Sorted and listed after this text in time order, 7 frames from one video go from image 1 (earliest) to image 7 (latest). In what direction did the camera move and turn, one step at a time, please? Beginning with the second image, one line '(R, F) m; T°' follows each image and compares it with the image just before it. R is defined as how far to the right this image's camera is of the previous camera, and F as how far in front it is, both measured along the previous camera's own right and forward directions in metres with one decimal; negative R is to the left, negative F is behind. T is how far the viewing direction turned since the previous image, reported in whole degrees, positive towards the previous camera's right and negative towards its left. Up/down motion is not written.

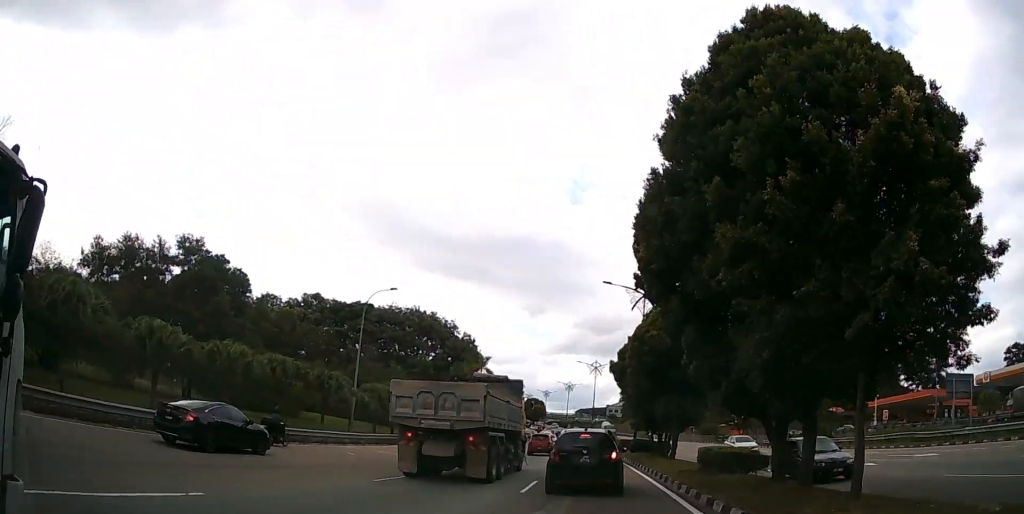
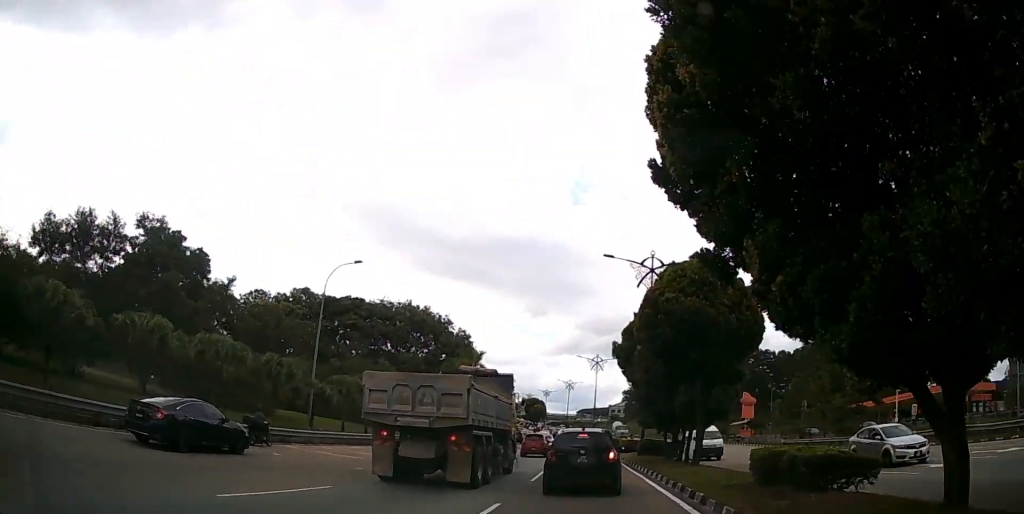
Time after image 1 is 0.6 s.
(0.0, +6.2) m; 0°
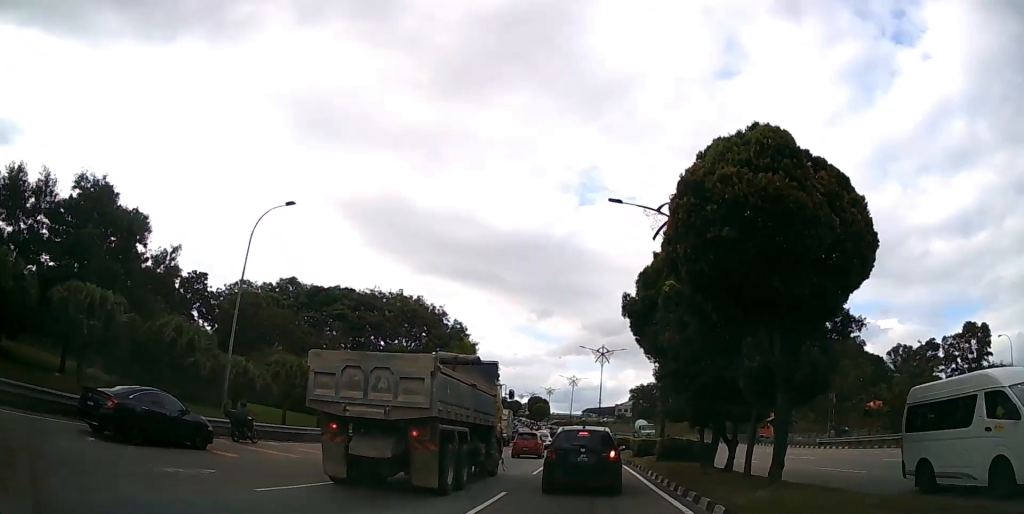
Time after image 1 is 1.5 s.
(0.0, +8.8) m; -1°
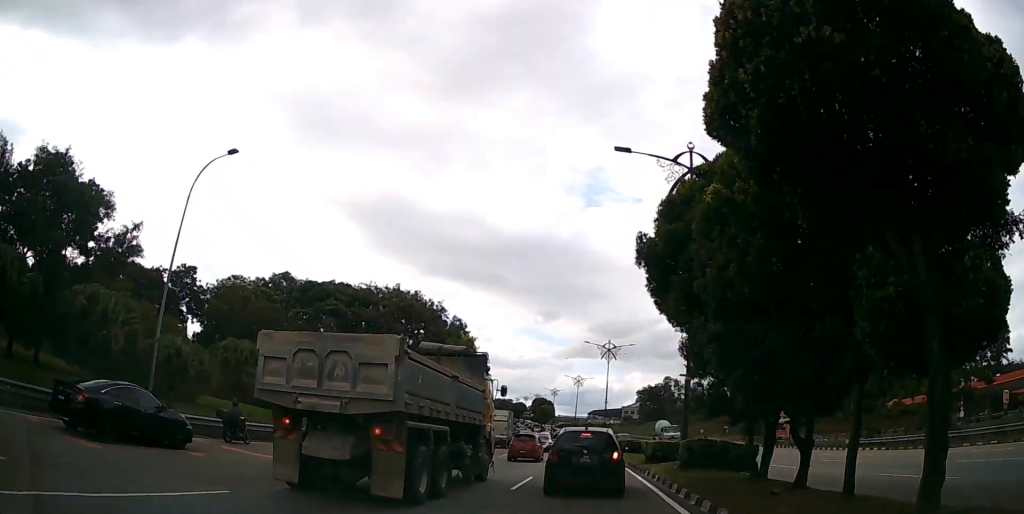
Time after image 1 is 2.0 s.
(0.0, +5.4) m; 0°
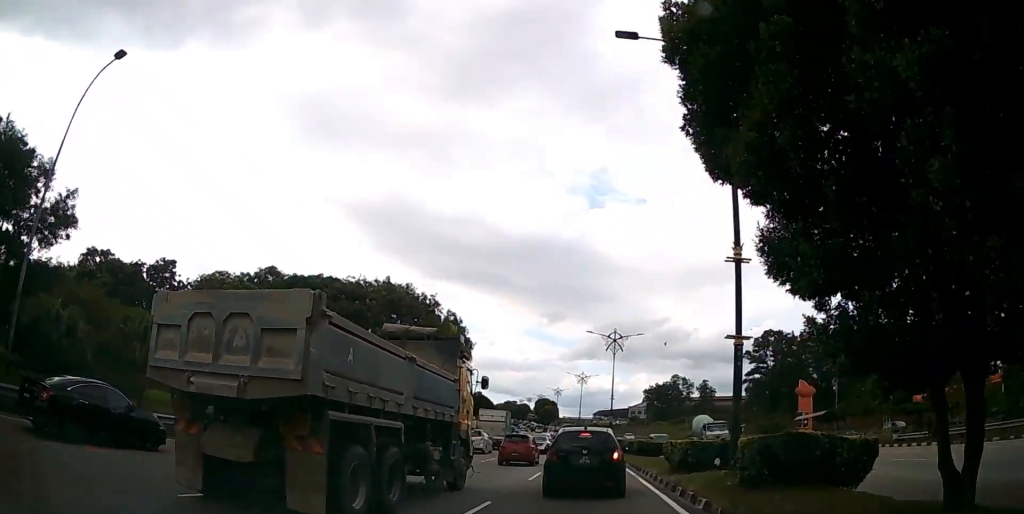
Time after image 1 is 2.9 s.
(0.0, +7.4) m; 0°
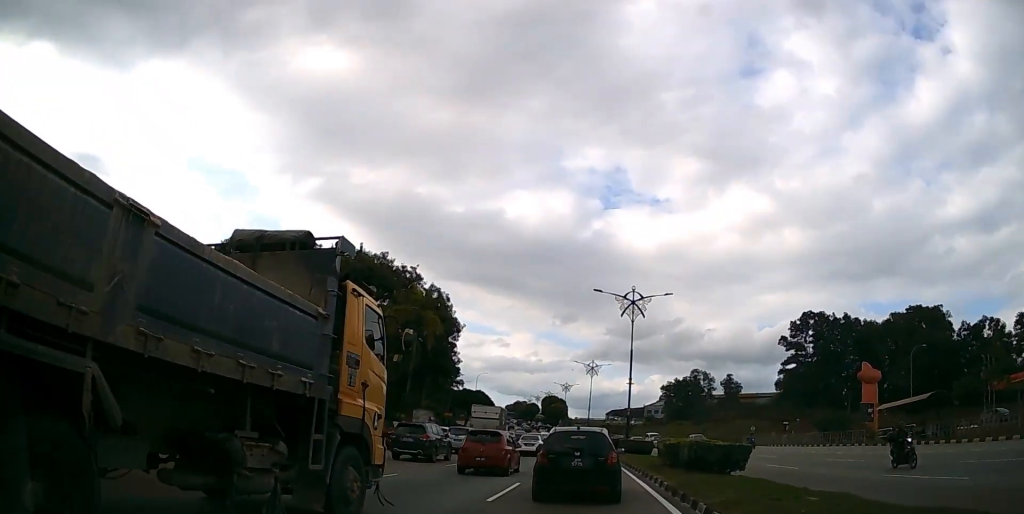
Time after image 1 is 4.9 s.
(-0.1, +17.1) m; -1°
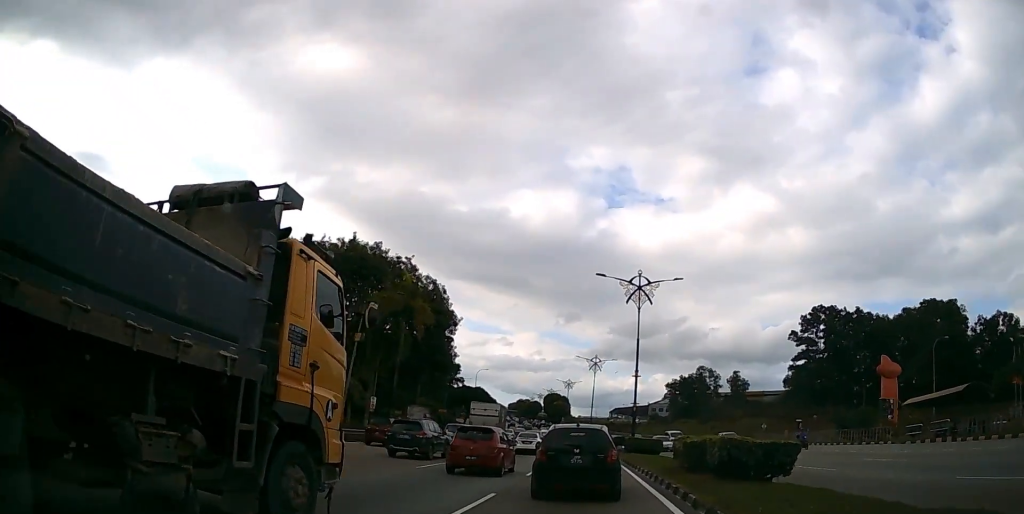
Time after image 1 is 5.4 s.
(0.0, +4.0) m; -1°
